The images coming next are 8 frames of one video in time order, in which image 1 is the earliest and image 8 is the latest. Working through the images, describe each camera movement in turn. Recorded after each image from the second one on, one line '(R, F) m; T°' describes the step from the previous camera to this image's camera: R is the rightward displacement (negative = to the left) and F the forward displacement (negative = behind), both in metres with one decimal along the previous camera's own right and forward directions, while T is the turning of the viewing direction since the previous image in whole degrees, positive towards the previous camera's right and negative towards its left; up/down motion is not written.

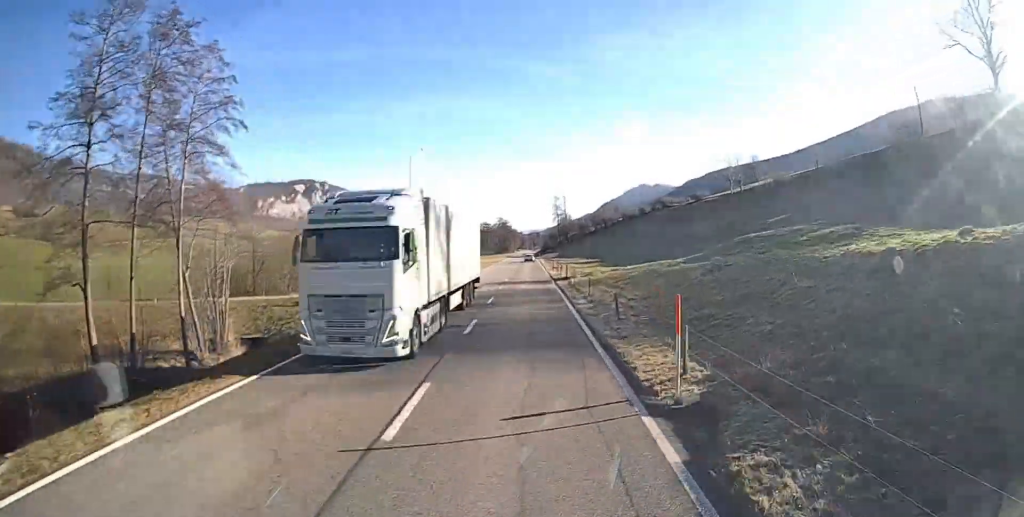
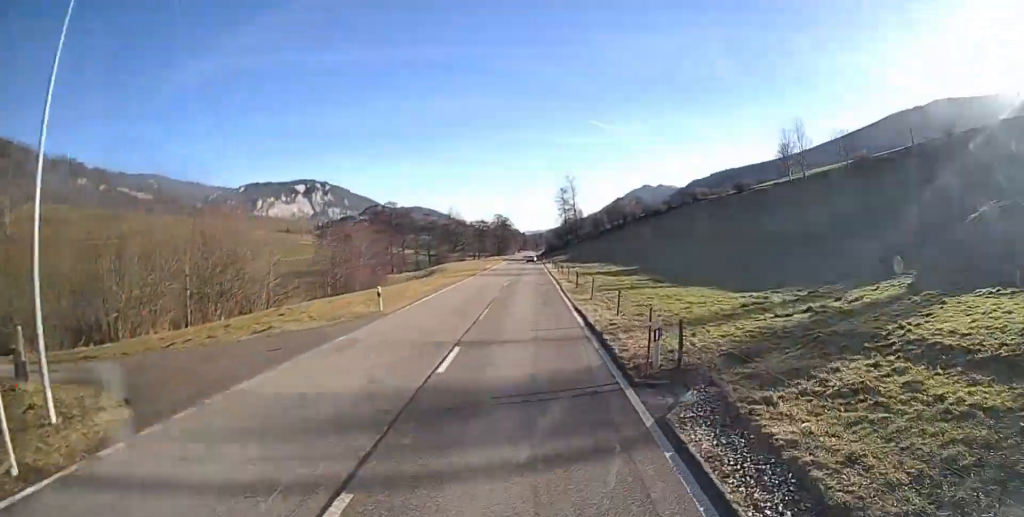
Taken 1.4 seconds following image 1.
(+0.2, +31.3) m; +1°
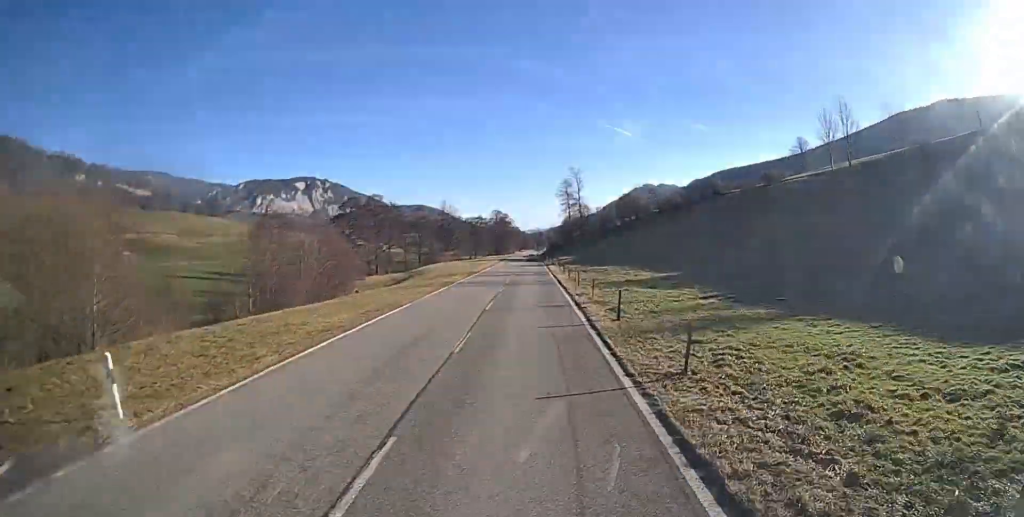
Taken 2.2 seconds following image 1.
(0.0, +16.1) m; +1°
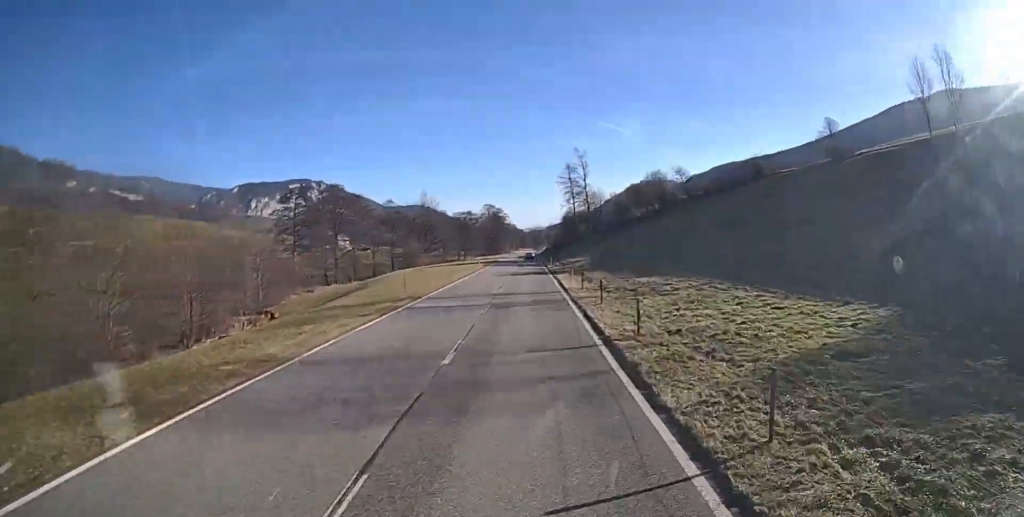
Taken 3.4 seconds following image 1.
(+0.3, +27.9) m; +1°
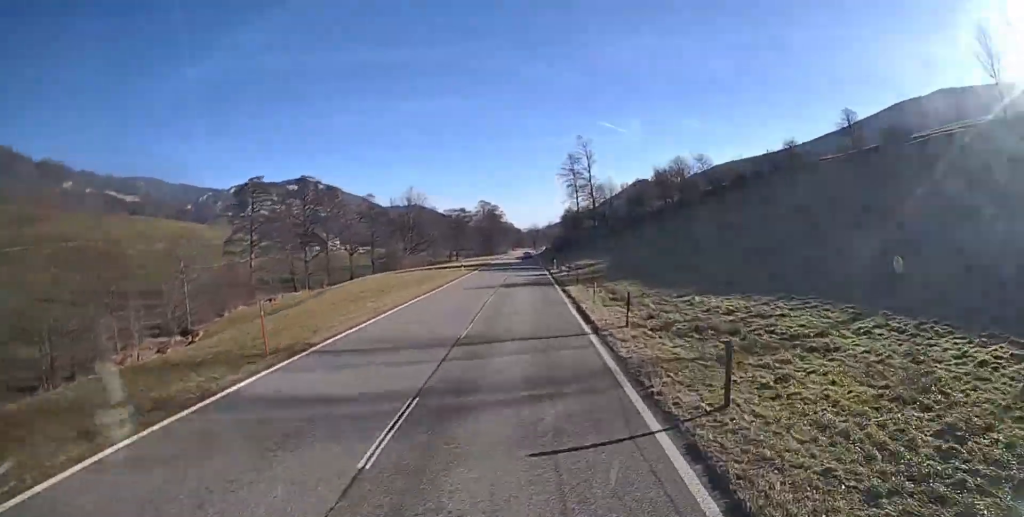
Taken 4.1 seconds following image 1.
(0.0, +14.7) m; 0°
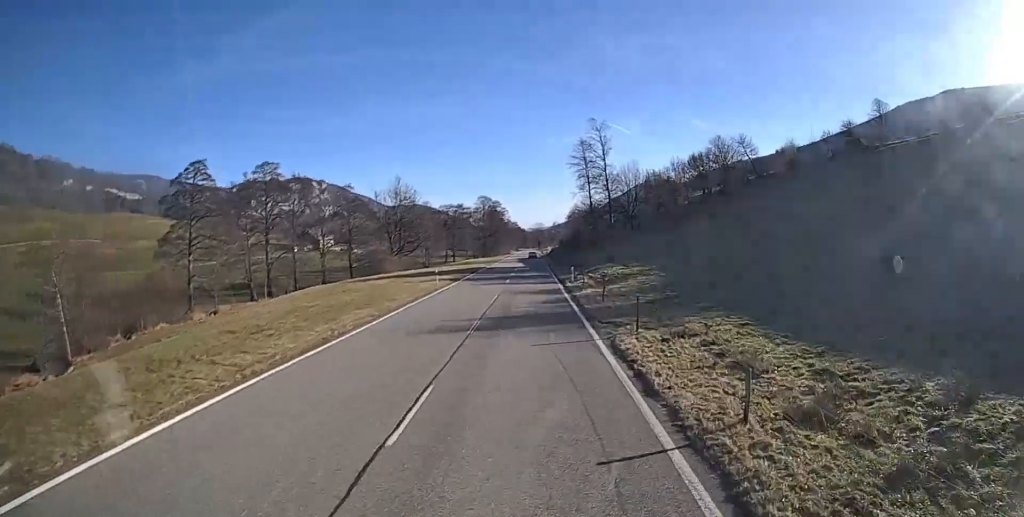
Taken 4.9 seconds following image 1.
(-0.2, +16.9) m; 0°
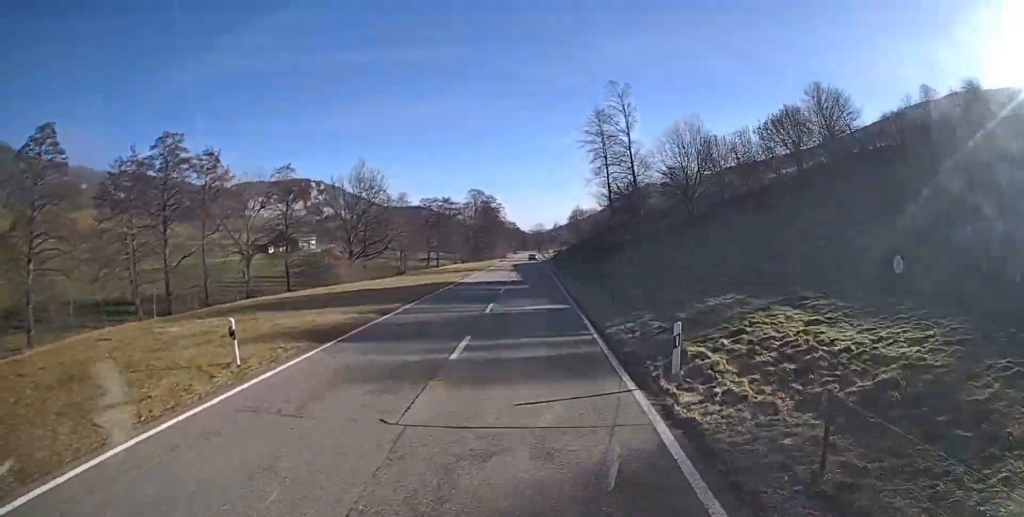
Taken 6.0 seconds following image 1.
(-0.1, +25.7) m; 0°
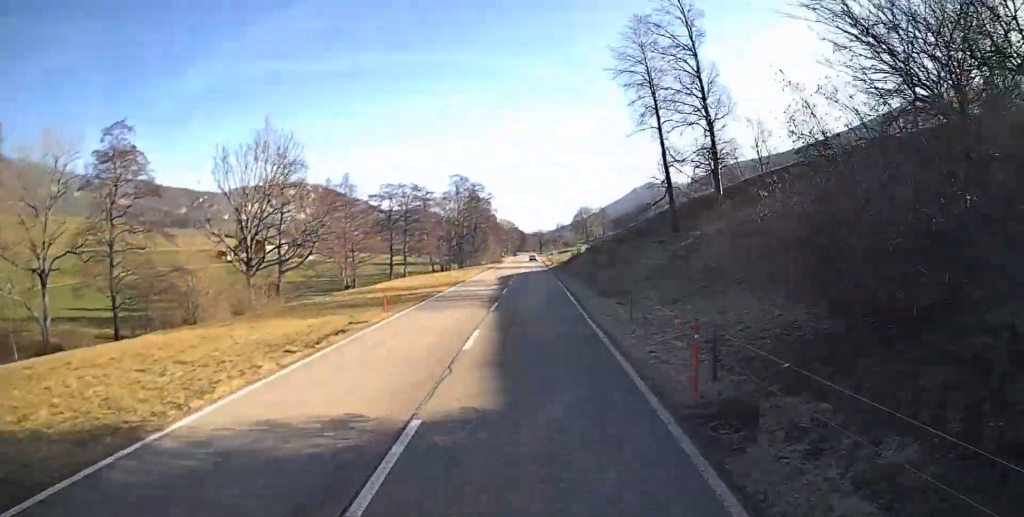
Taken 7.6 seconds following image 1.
(0.0, +33.9) m; 0°
